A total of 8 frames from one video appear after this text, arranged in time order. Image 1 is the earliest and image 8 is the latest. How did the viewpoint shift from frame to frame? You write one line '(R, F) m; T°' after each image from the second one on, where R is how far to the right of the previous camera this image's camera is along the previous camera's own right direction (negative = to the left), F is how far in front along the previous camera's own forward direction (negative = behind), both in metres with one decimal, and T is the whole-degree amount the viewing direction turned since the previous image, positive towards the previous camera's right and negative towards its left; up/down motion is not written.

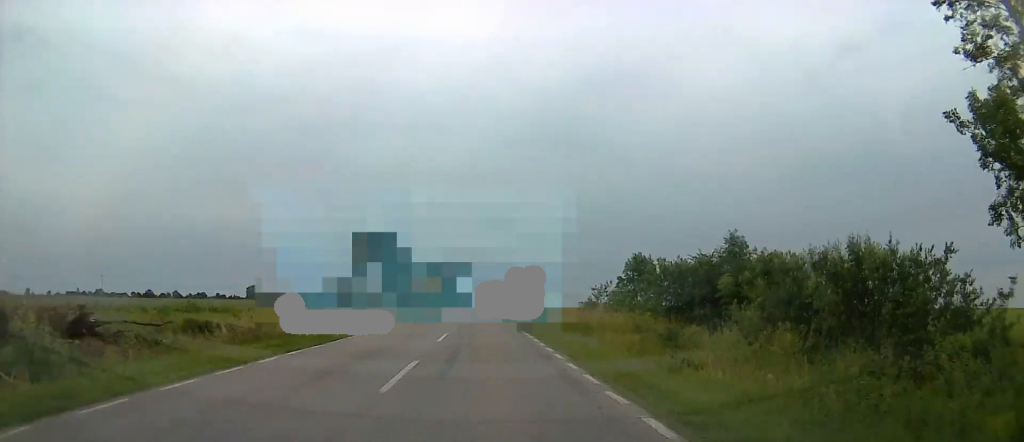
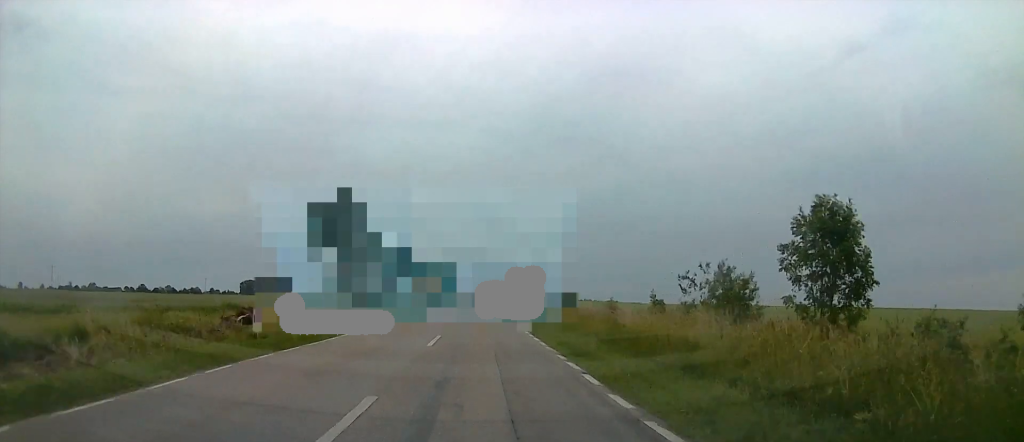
(+0.1, +28.5) m; 0°
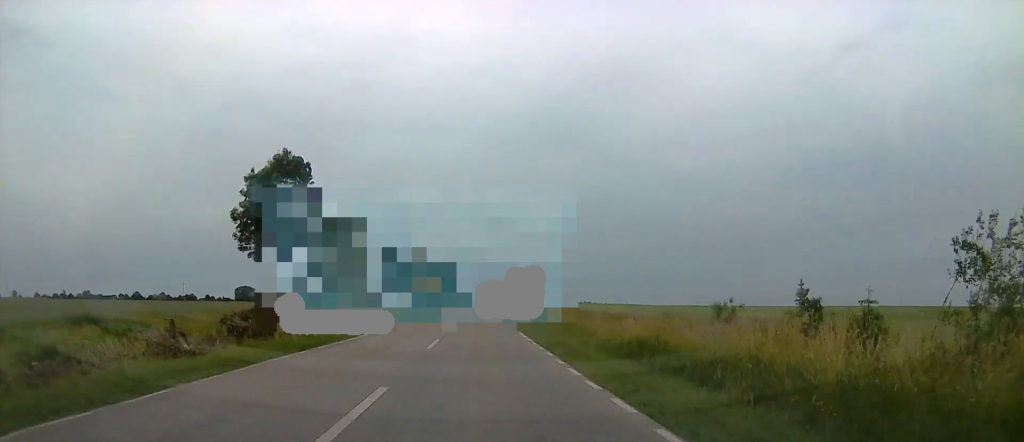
(0.0, +22.6) m; 0°
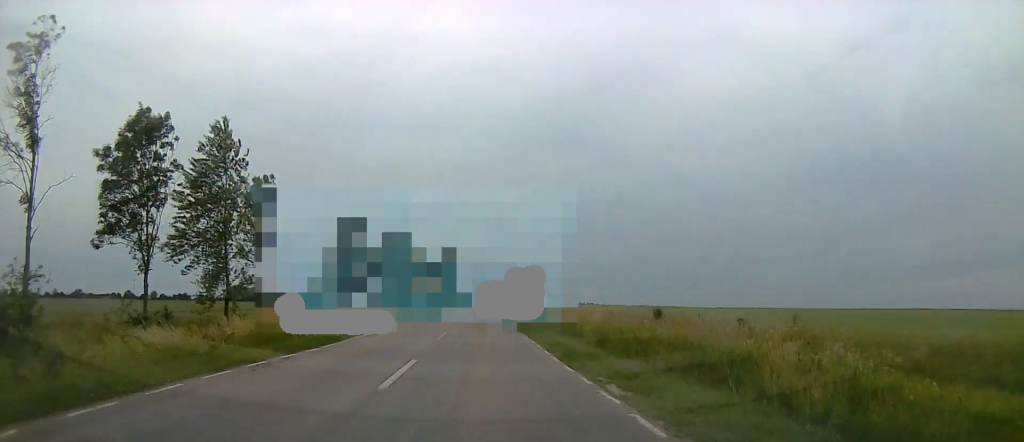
(-0.1, +43.5) m; 0°
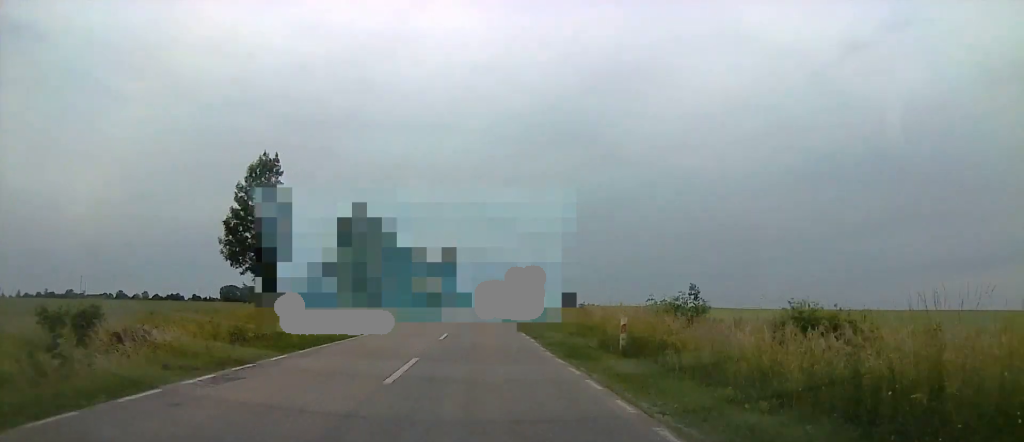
(-0.1, +34.8) m; -3°
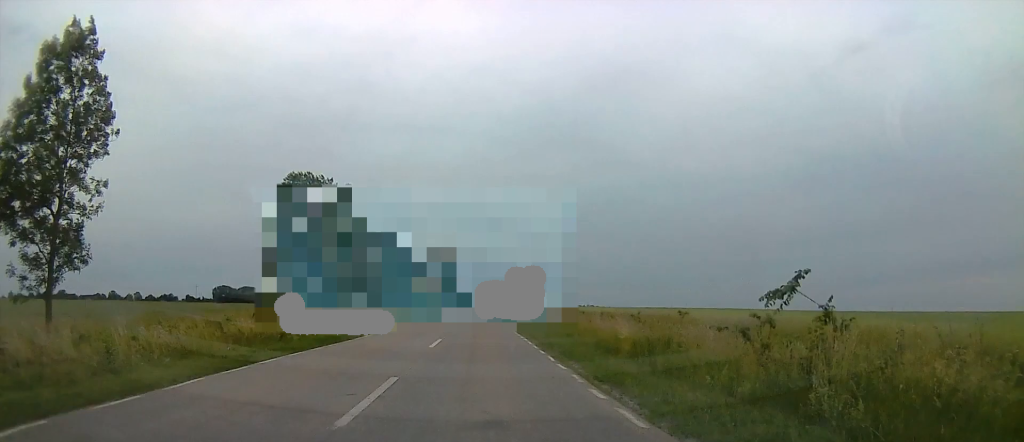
(-1.3, +26.5) m; 0°
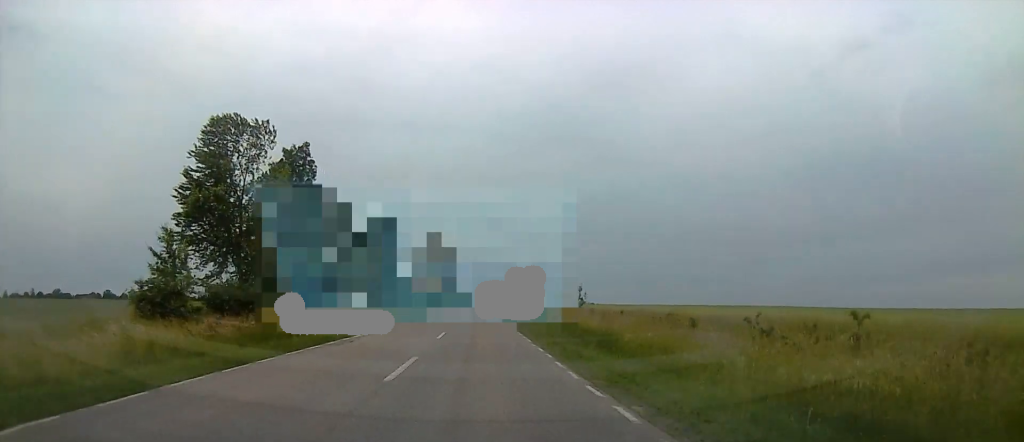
(+1.0, +20.0) m; +3°
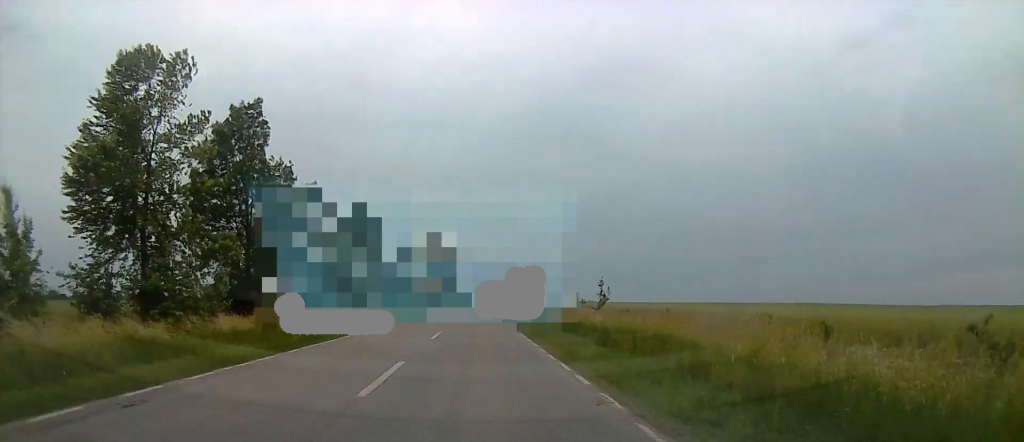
(+0.1, +13.3) m; 0°
